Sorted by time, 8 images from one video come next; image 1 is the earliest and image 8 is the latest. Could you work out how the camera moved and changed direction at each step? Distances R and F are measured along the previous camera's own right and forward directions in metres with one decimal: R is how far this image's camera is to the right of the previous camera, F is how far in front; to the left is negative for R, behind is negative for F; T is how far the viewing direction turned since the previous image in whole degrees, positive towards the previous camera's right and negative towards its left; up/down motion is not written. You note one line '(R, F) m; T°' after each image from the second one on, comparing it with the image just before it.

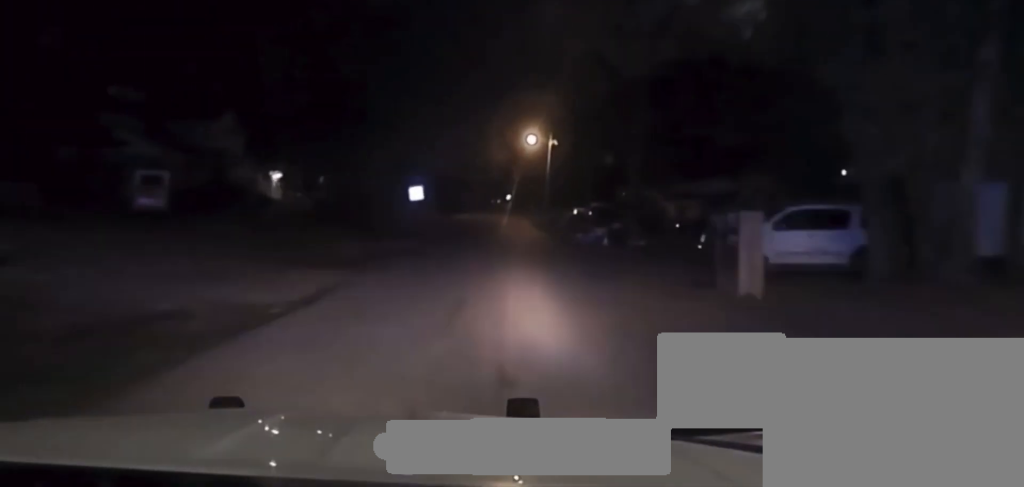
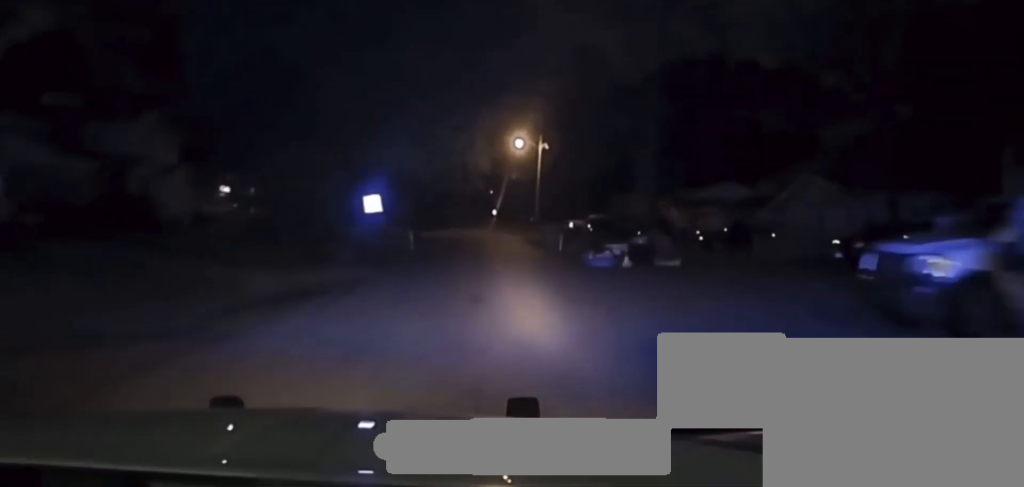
(+0.1, +11.4) m; 0°
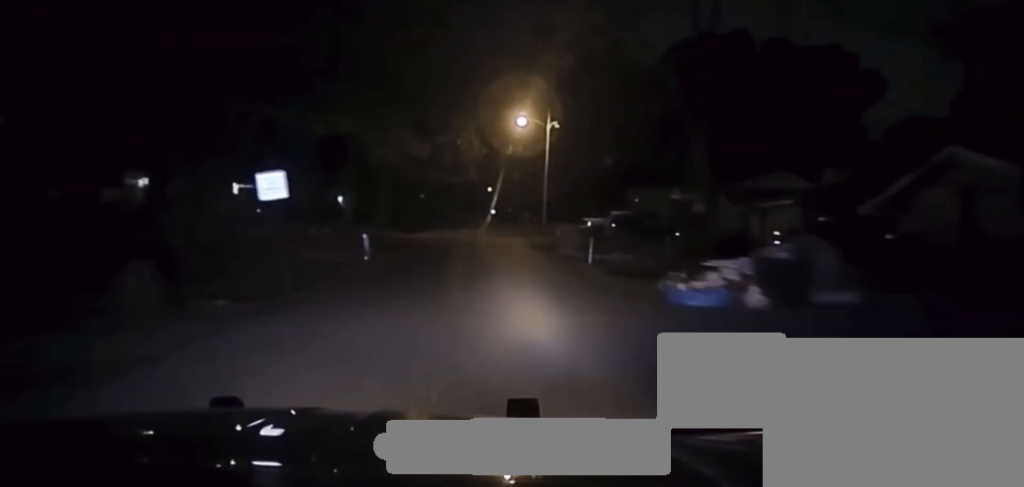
(+0.2, +16.6) m; +1°
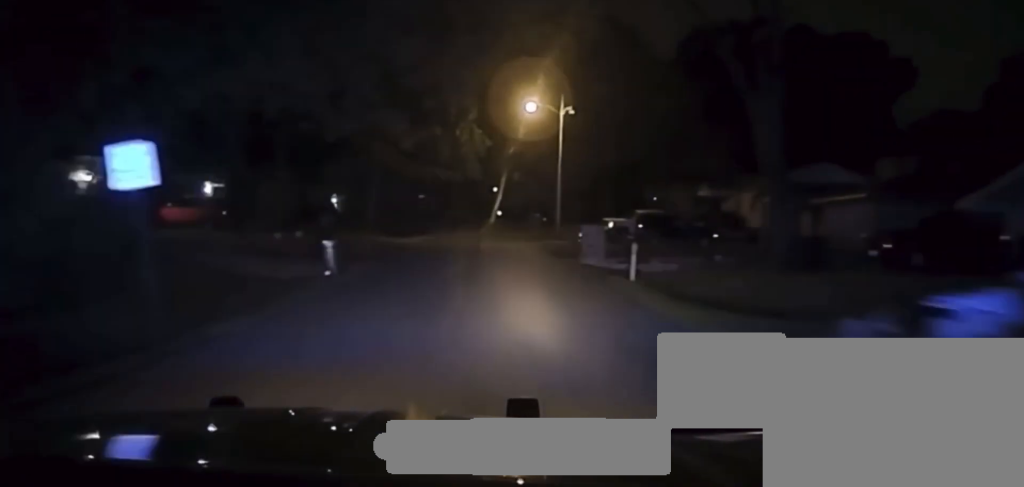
(-0.1, +9.0) m; 0°
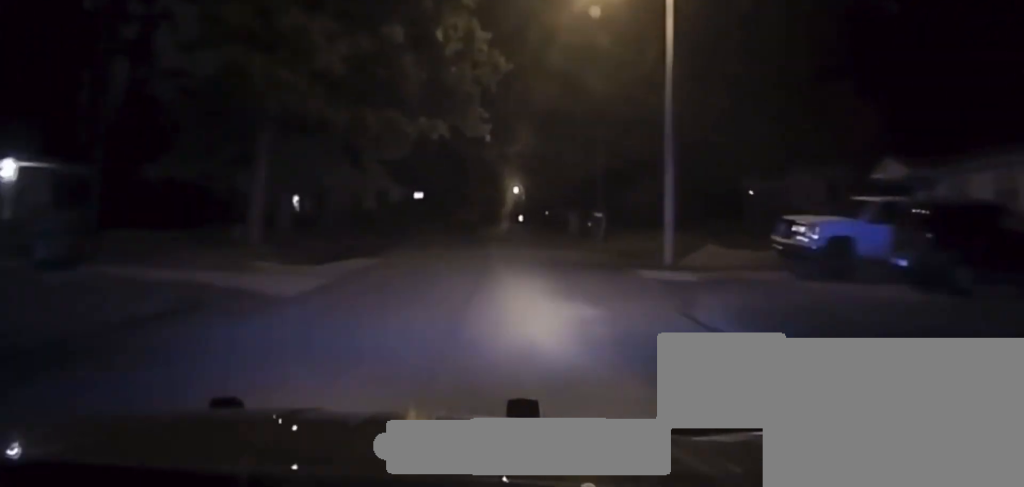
(+0.3, +29.7) m; 0°
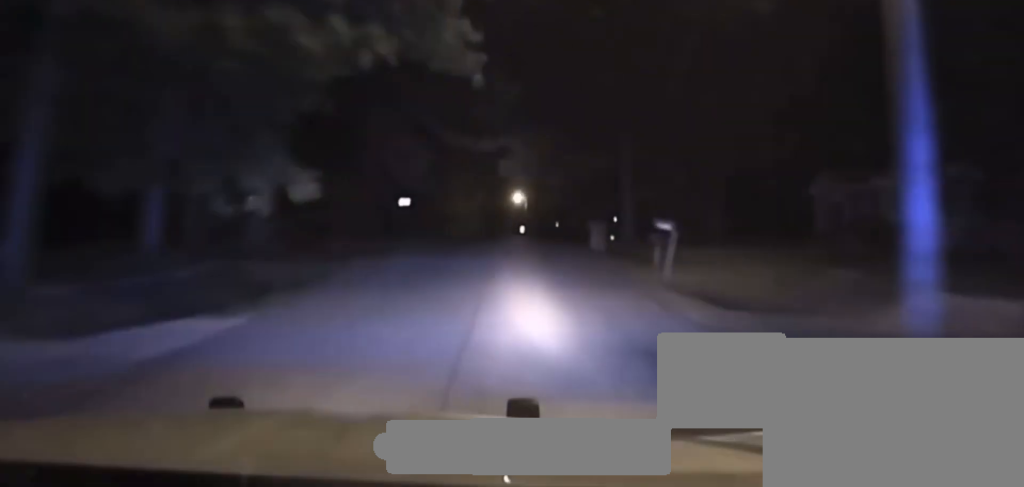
(-0.2, +13.2) m; 0°
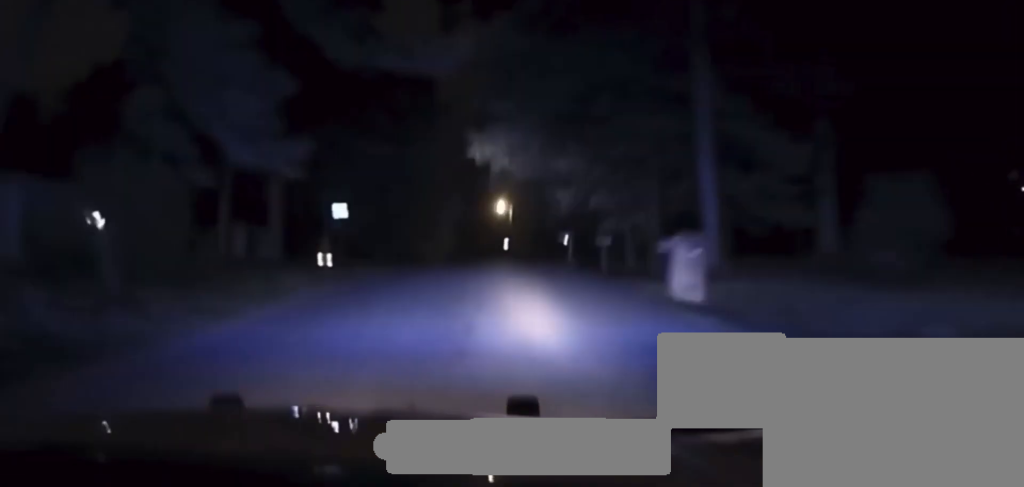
(-0.1, +21.8) m; 0°
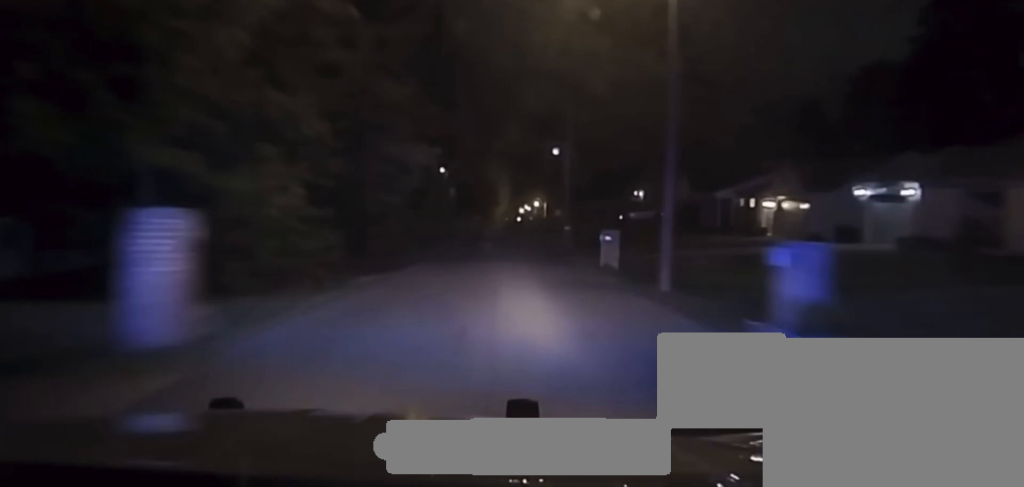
(-1.0, +97.4) m; -1°
